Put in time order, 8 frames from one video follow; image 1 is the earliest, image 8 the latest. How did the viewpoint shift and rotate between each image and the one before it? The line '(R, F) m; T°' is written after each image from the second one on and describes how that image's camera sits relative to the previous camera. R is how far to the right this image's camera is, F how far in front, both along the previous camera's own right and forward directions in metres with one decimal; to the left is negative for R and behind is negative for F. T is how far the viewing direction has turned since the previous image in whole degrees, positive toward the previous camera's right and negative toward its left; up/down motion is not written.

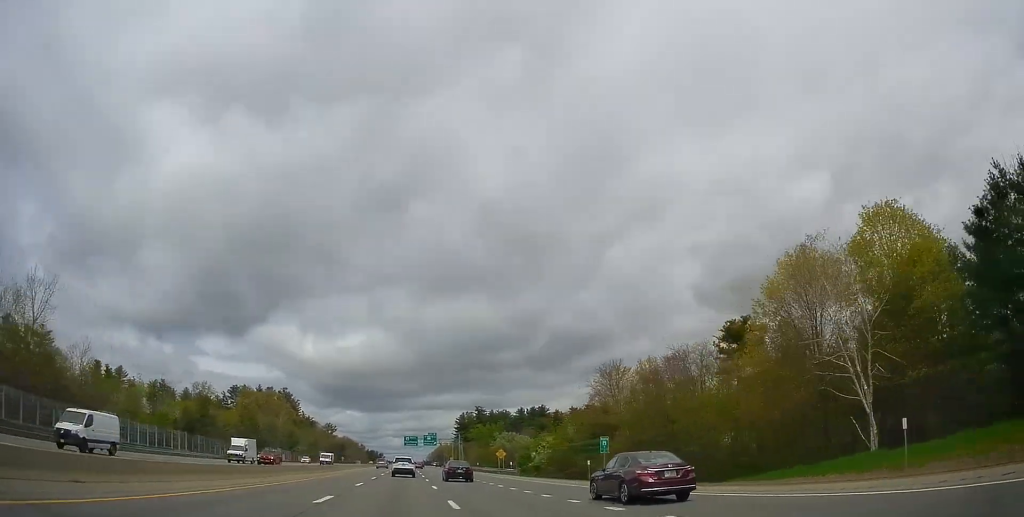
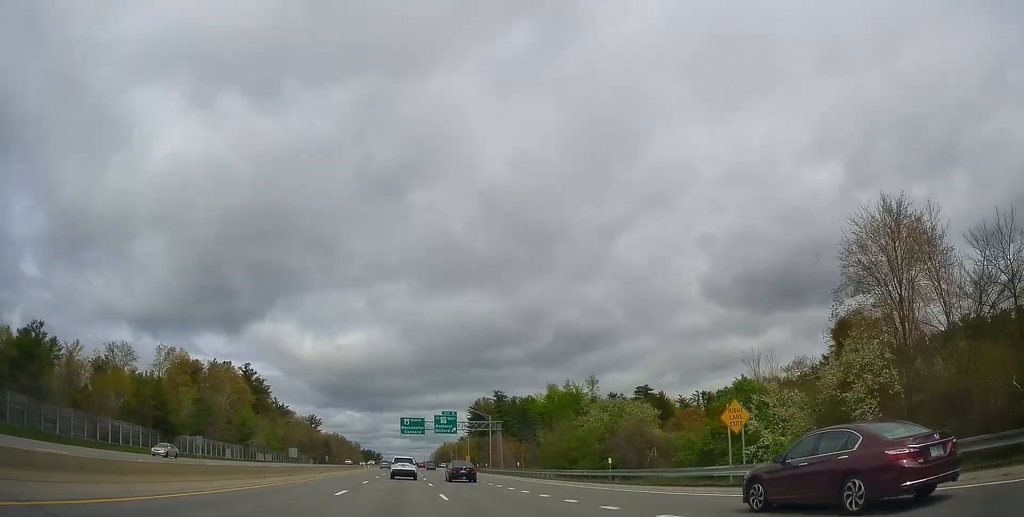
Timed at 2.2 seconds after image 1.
(-0.3, +70.0) m; 0°
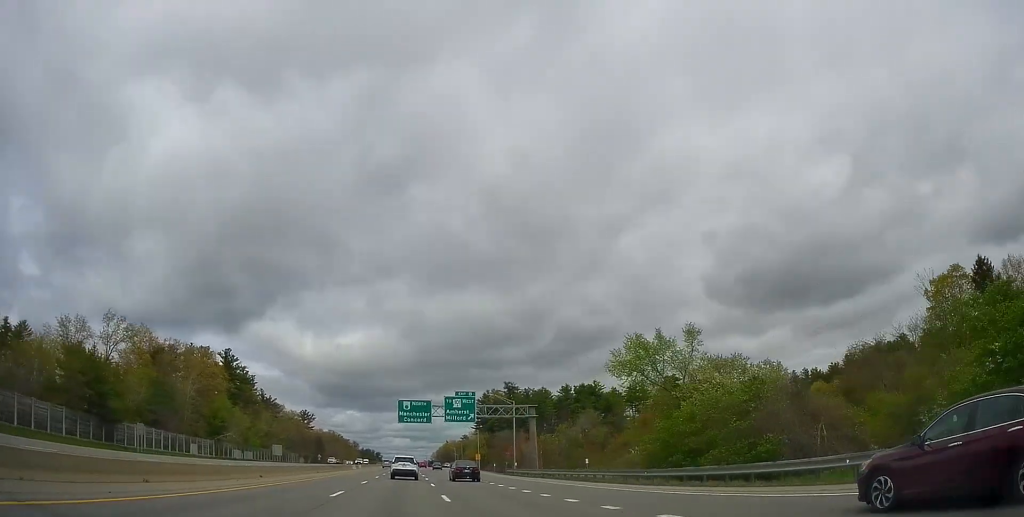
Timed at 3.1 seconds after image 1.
(+0.1, +26.0) m; 0°
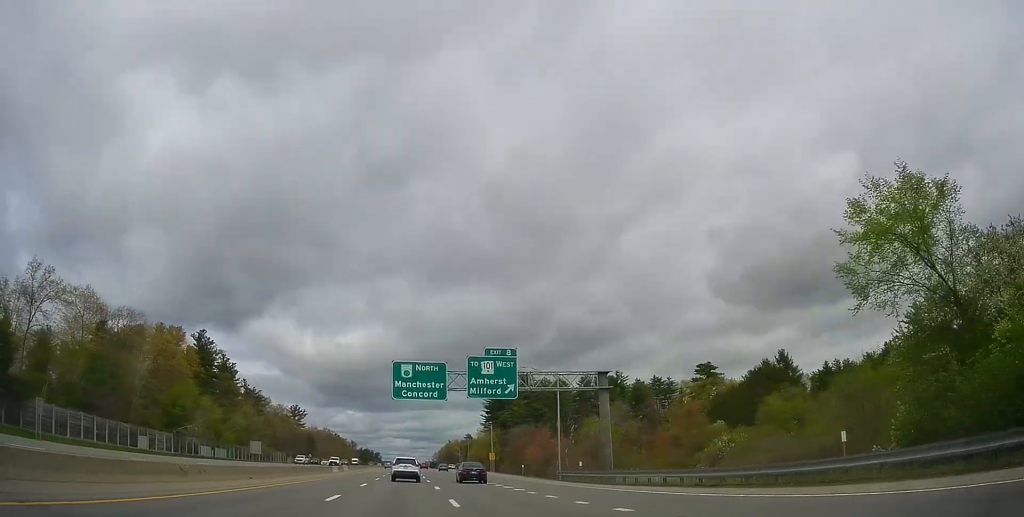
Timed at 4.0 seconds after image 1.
(0.0, +26.3) m; 0°
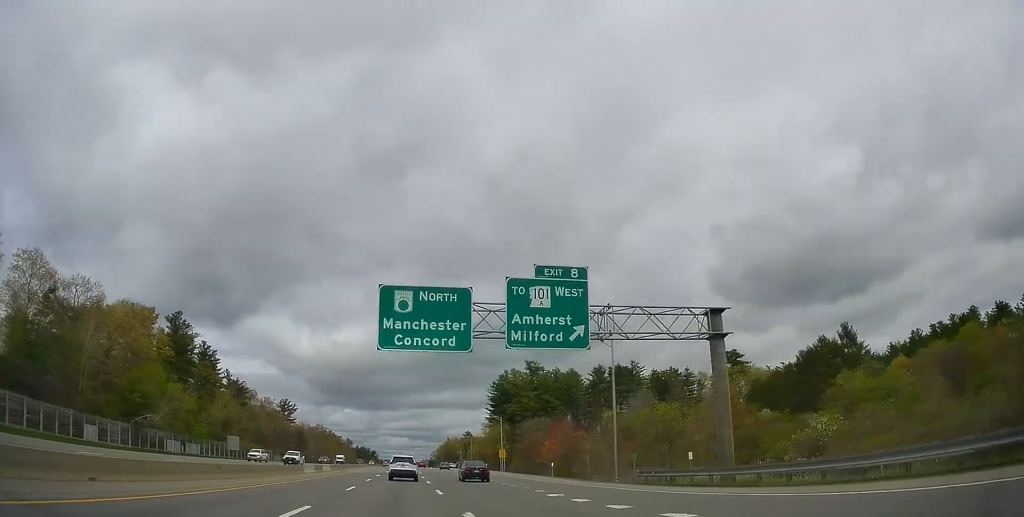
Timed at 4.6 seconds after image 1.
(0.0, +18.2) m; 0°
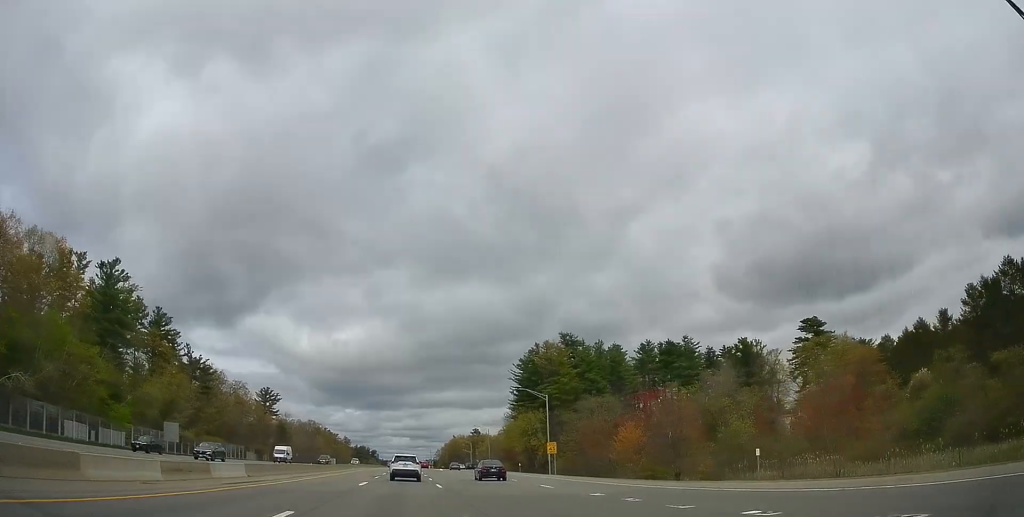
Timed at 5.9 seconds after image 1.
(0.0, +39.4) m; 0°
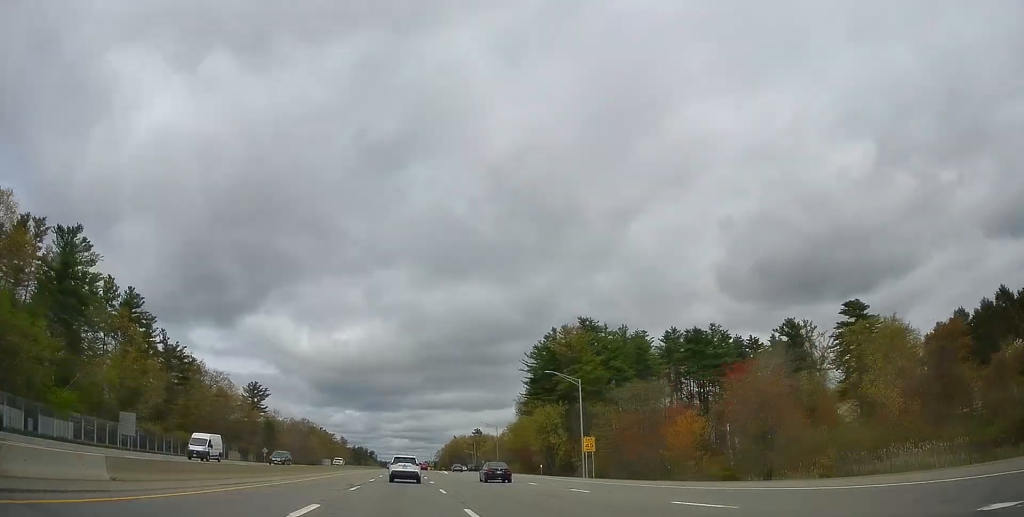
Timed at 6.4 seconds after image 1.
(-0.1, +17.1) m; 0°
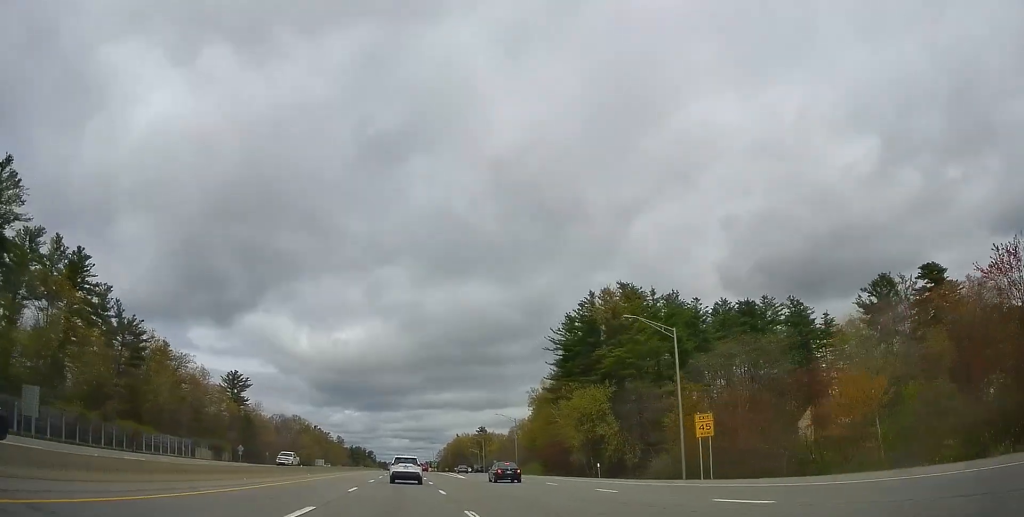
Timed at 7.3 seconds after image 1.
(+0.3, +25.4) m; 0°
